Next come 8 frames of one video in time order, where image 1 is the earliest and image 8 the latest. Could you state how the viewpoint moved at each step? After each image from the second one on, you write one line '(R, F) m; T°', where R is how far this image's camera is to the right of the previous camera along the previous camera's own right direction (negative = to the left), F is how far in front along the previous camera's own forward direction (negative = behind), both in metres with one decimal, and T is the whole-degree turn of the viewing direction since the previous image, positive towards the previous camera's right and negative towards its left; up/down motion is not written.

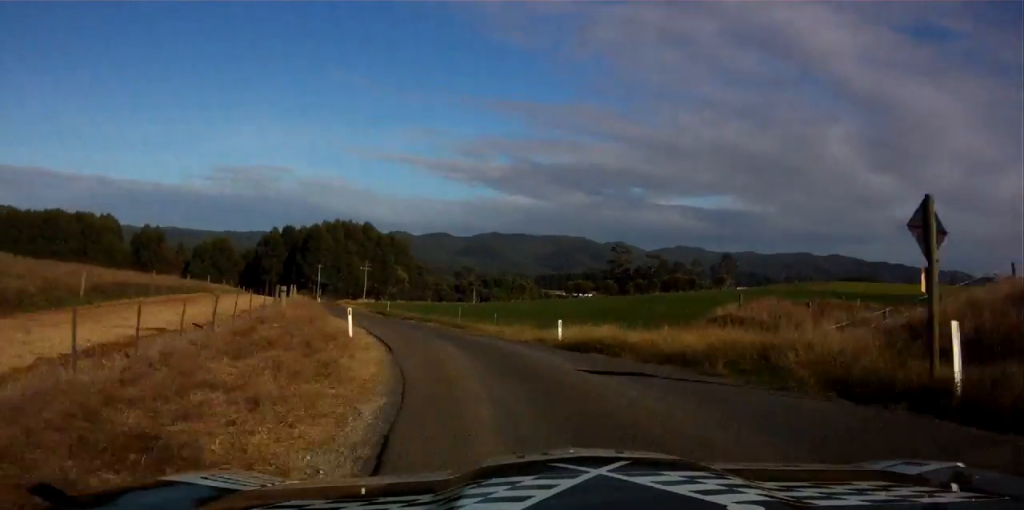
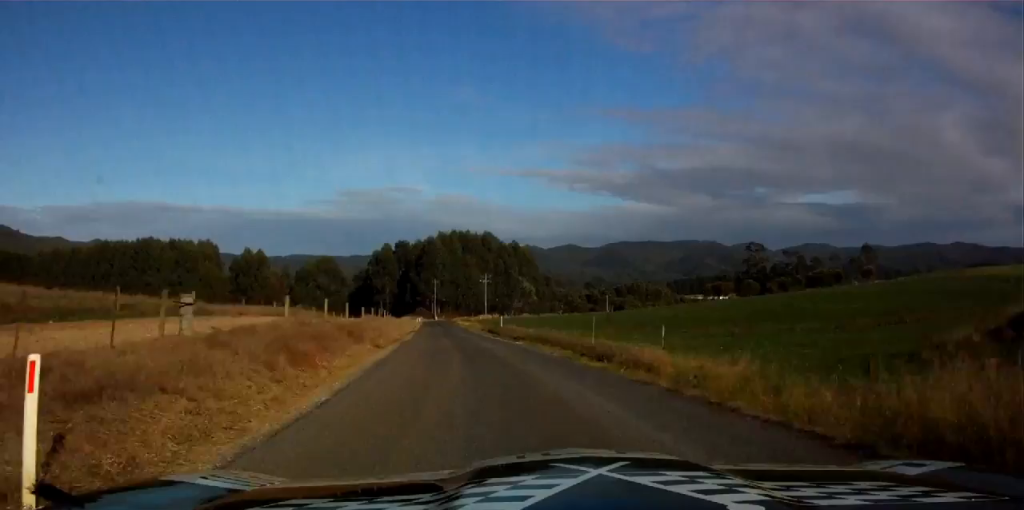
(-0.6, +20.7) m; -6°
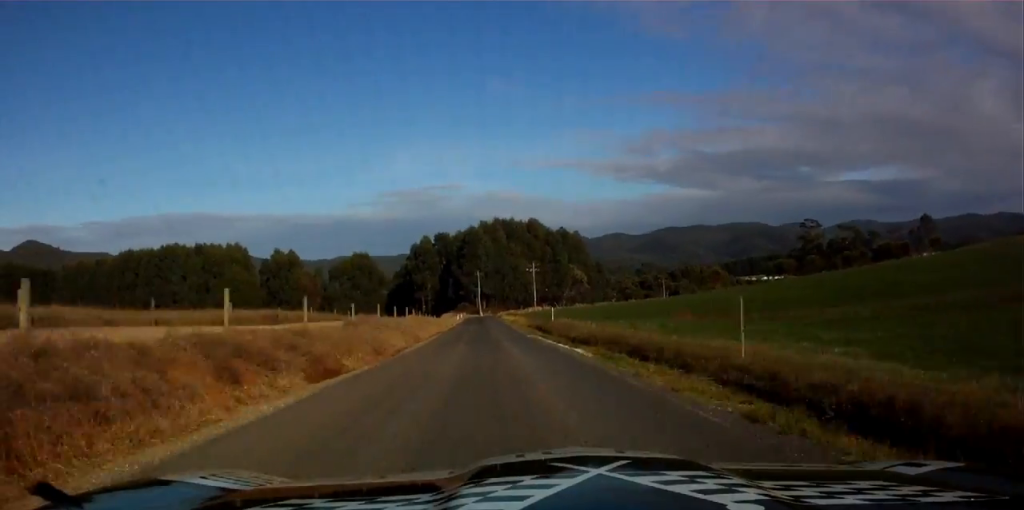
(-1.8, +16.1) m; -5°
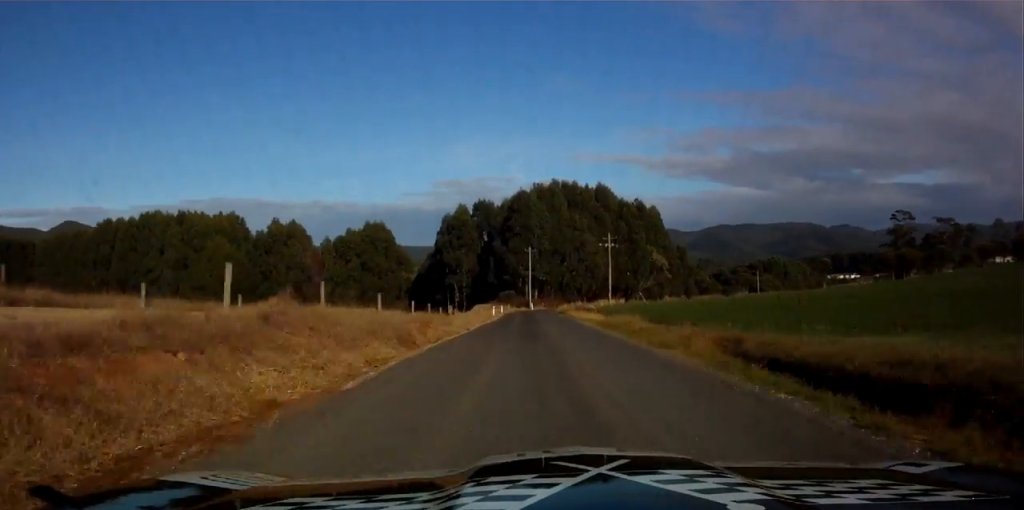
(-3.6, +51.9) m; -5°
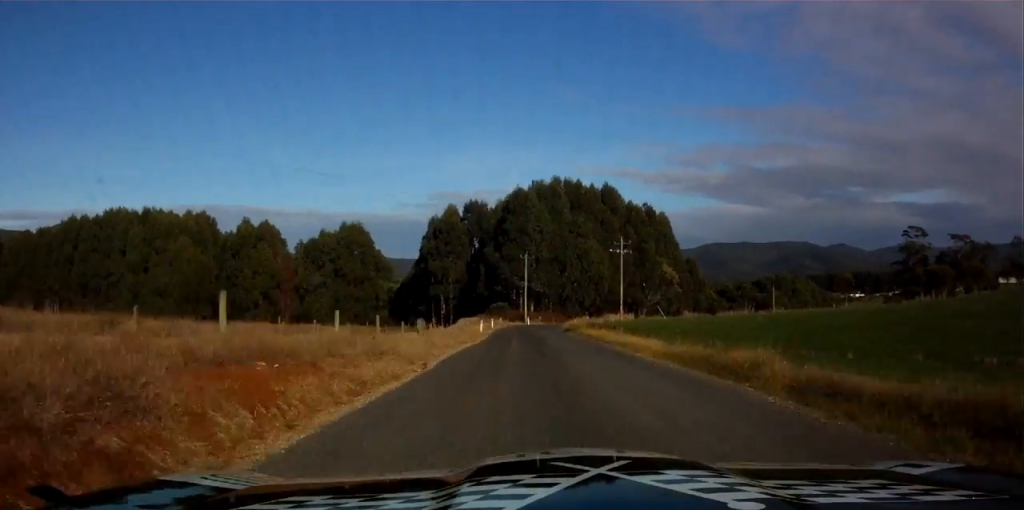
(-0.3, +19.0) m; +1°
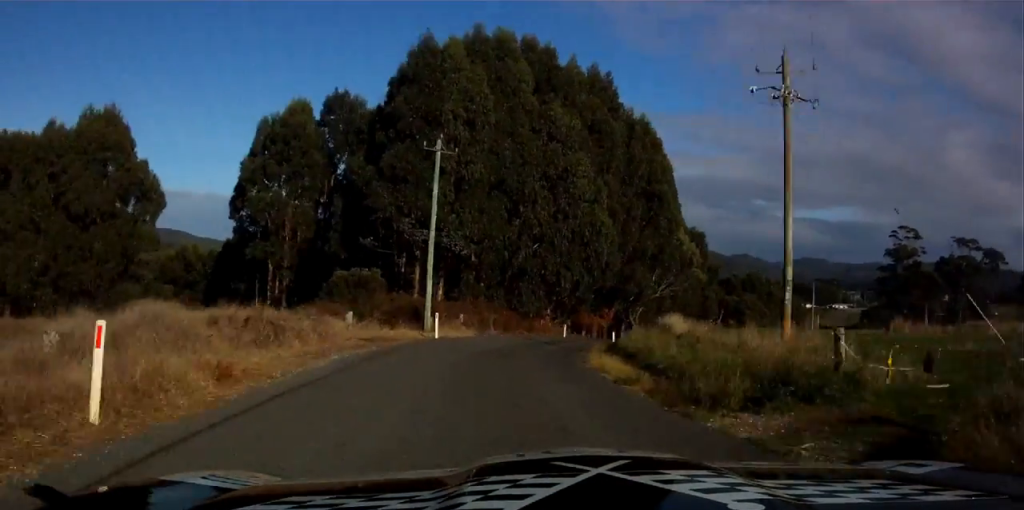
(+3.5, +71.8) m; +10°
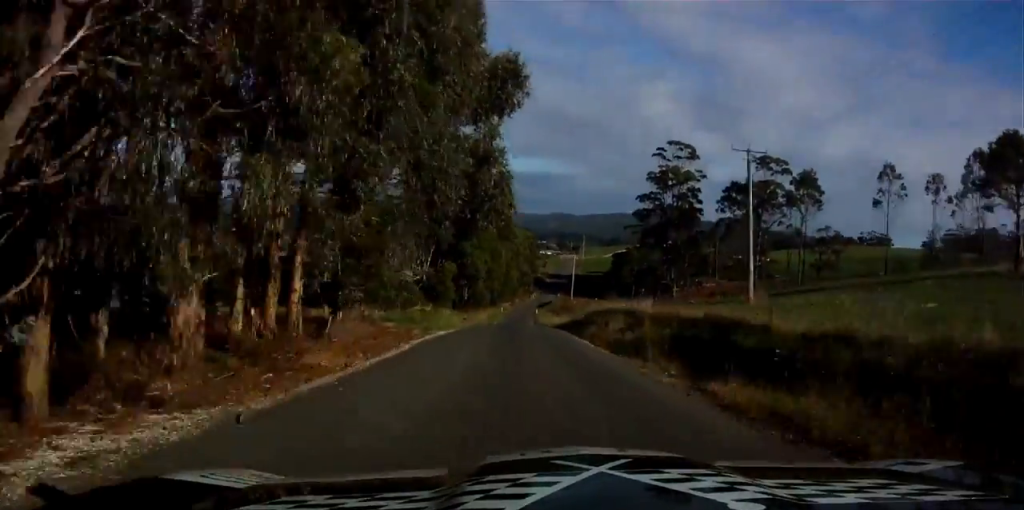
(+17.8, +84.1) m; +19°
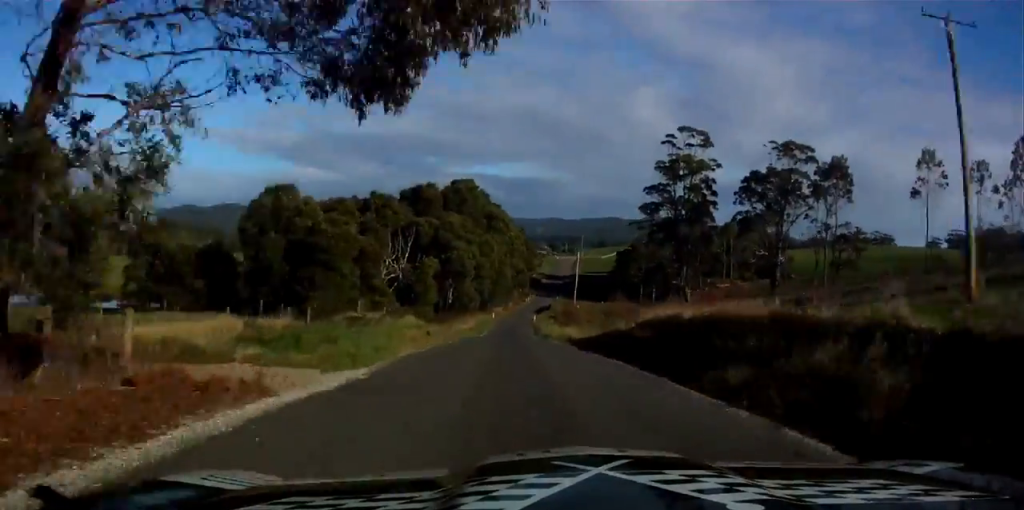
(+0.4, +24.7) m; +1°
